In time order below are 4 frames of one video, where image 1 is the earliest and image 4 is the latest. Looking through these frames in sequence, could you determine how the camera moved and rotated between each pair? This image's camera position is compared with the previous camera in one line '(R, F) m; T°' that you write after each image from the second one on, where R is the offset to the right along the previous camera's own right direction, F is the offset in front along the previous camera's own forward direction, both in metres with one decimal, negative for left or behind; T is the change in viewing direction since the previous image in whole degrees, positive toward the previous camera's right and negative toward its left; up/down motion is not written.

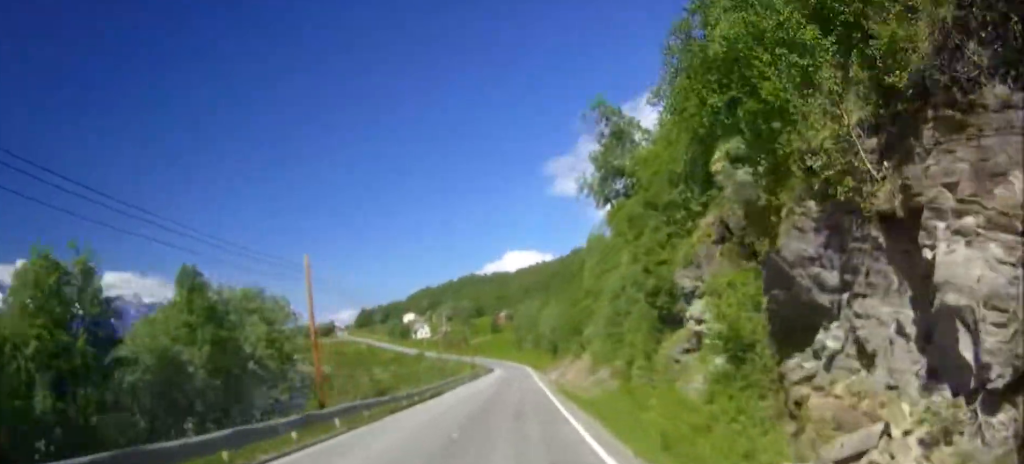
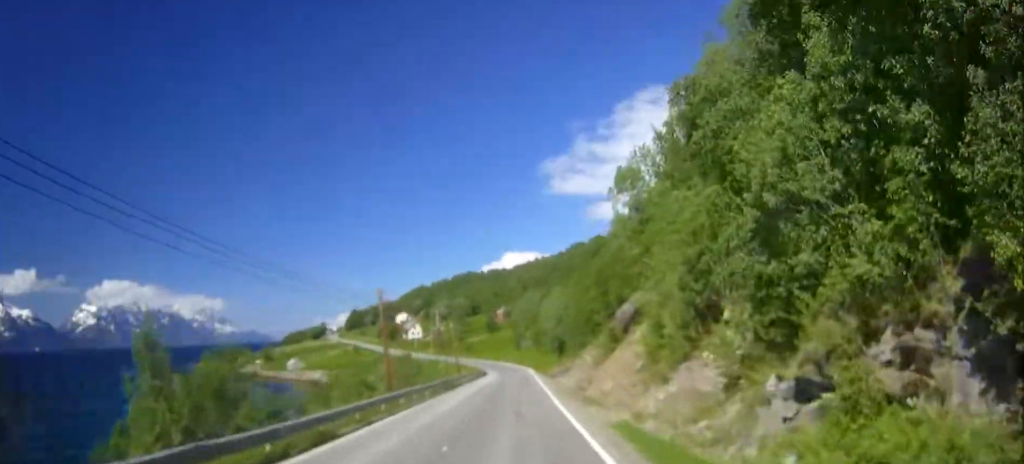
(0.0, +25.2) m; 0°
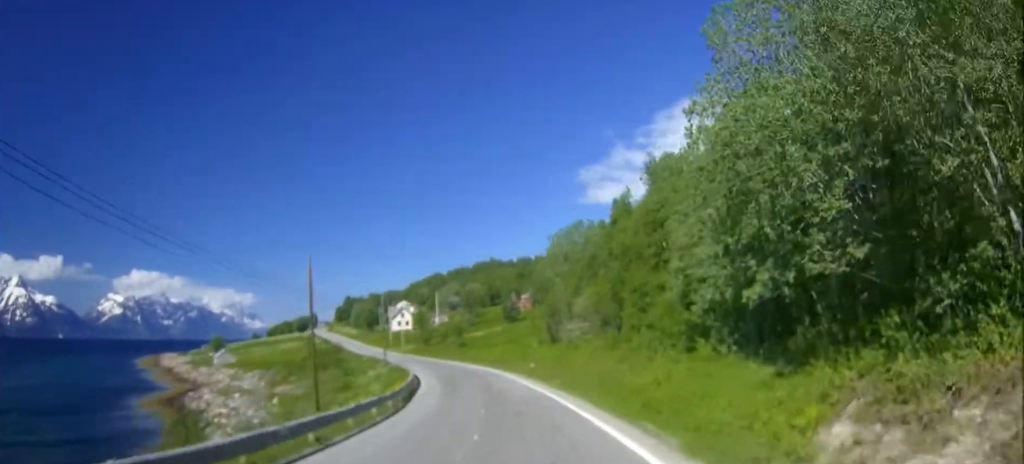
(-1.5, +91.5) m; -3°
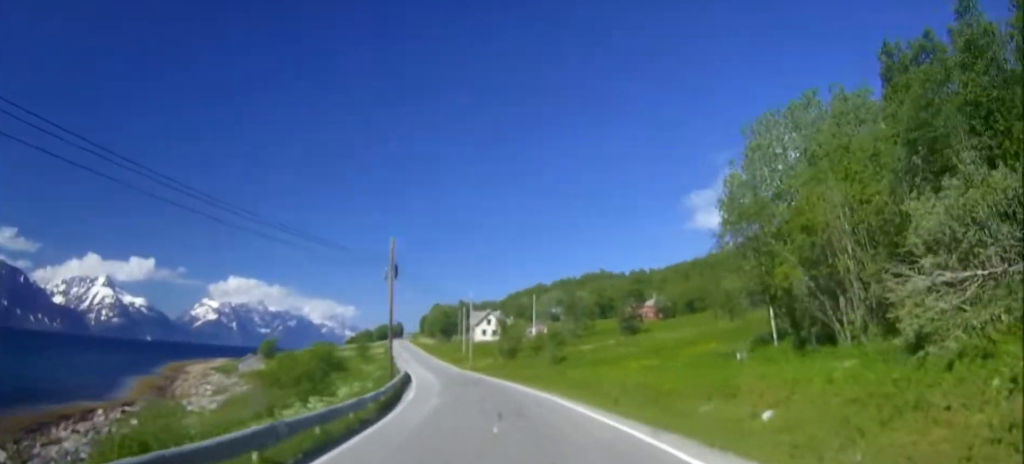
(-2.2, +45.0) m; -7°
